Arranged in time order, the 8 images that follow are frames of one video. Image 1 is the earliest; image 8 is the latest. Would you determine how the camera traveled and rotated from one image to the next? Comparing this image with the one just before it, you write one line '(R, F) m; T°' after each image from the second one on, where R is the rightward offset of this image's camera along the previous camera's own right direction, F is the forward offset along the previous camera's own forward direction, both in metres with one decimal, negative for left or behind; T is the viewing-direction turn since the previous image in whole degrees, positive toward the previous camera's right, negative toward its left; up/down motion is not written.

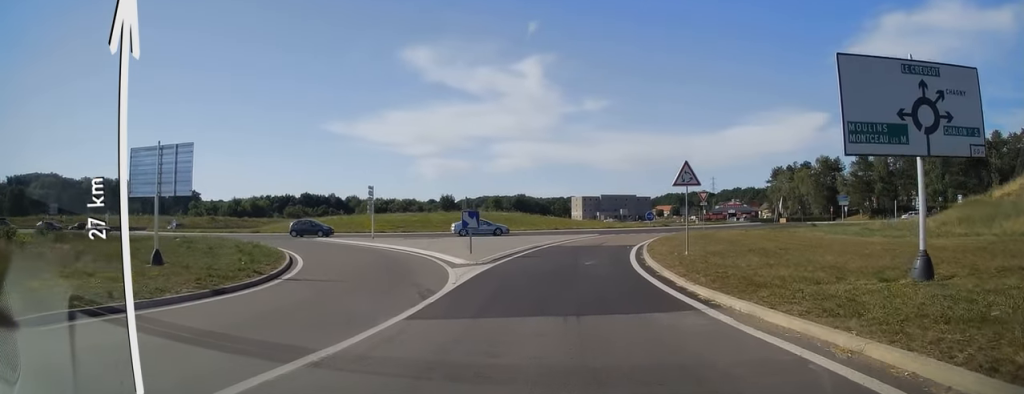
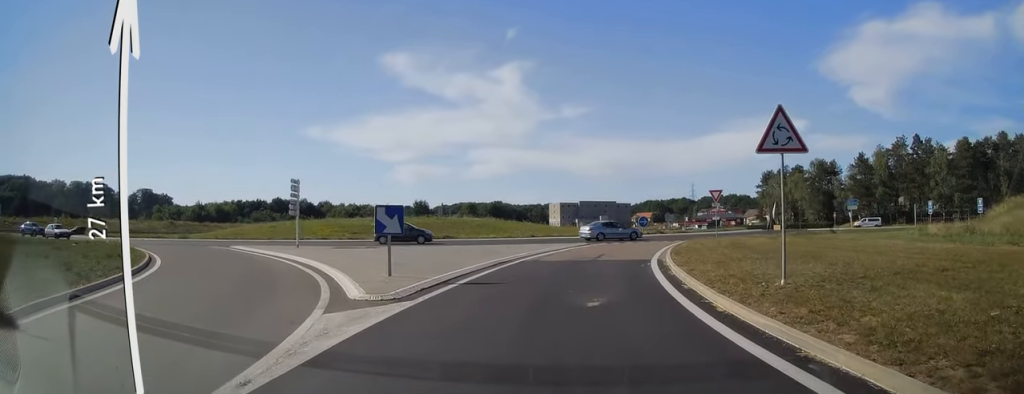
(+0.2, +8.0) m; +2°
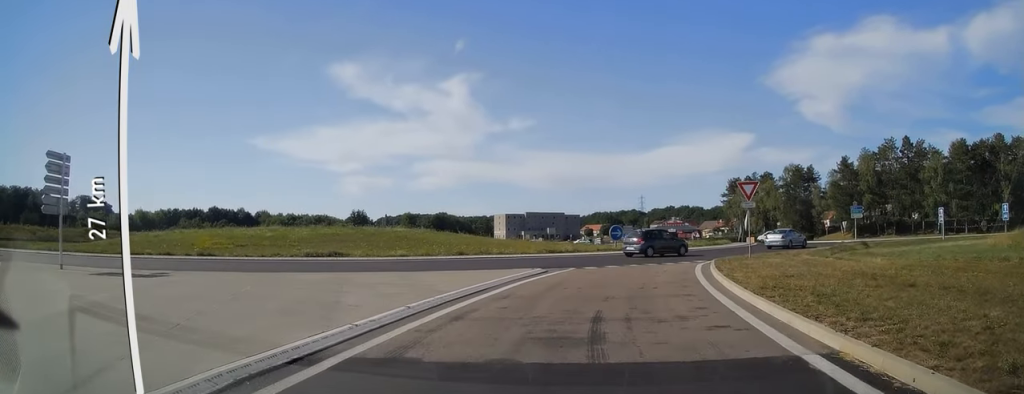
(+0.8, +17.5) m; +6°
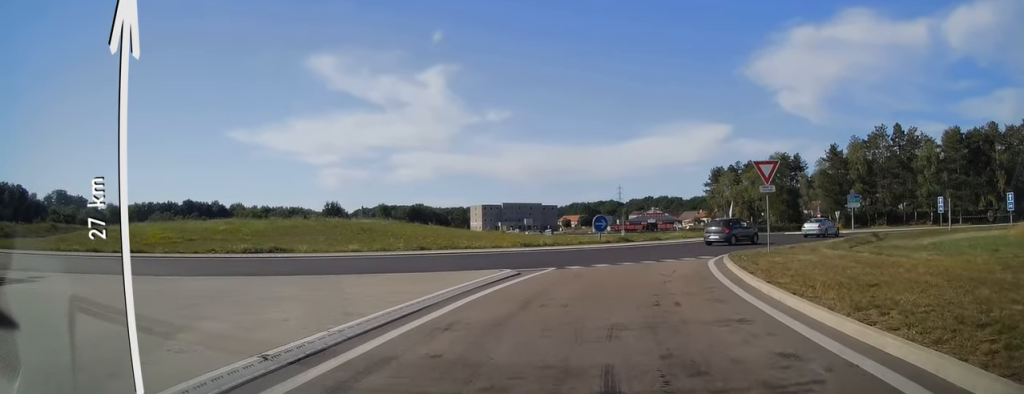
(+0.1, +5.6) m; +2°
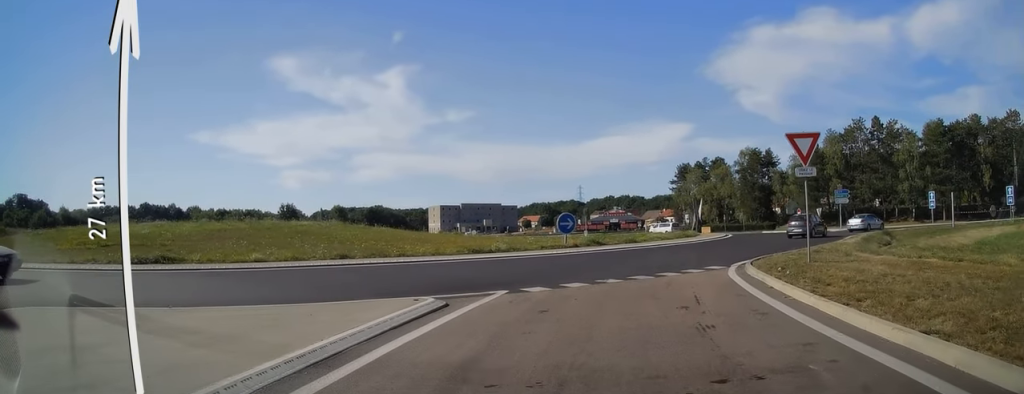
(+0.2, +7.2) m; +4°
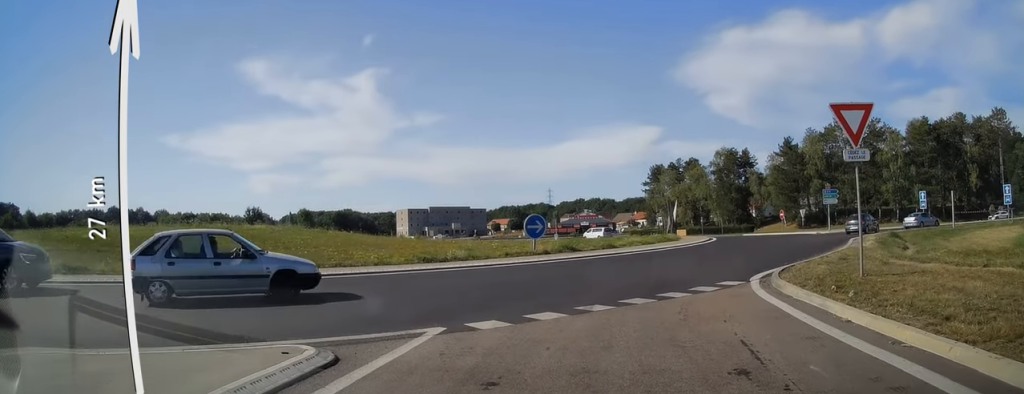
(+0.2, +4.9) m; +6°
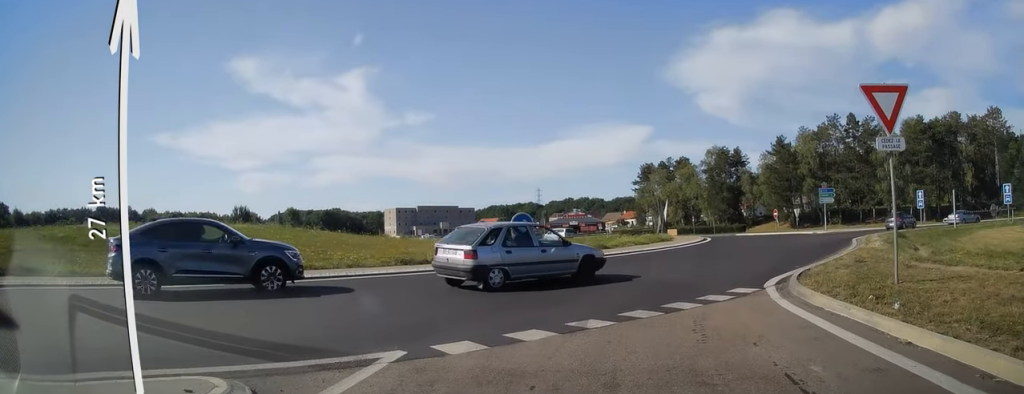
(+0.1, +2.1) m; +5°
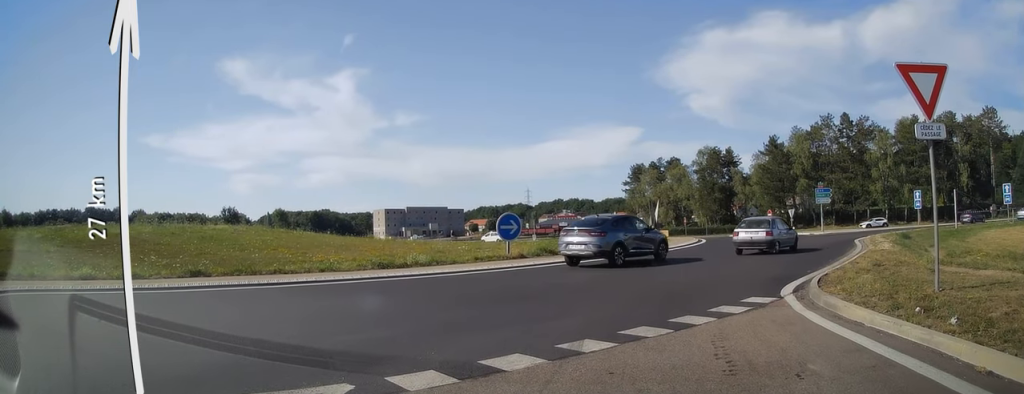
(+0.1, +1.9) m; +1°
